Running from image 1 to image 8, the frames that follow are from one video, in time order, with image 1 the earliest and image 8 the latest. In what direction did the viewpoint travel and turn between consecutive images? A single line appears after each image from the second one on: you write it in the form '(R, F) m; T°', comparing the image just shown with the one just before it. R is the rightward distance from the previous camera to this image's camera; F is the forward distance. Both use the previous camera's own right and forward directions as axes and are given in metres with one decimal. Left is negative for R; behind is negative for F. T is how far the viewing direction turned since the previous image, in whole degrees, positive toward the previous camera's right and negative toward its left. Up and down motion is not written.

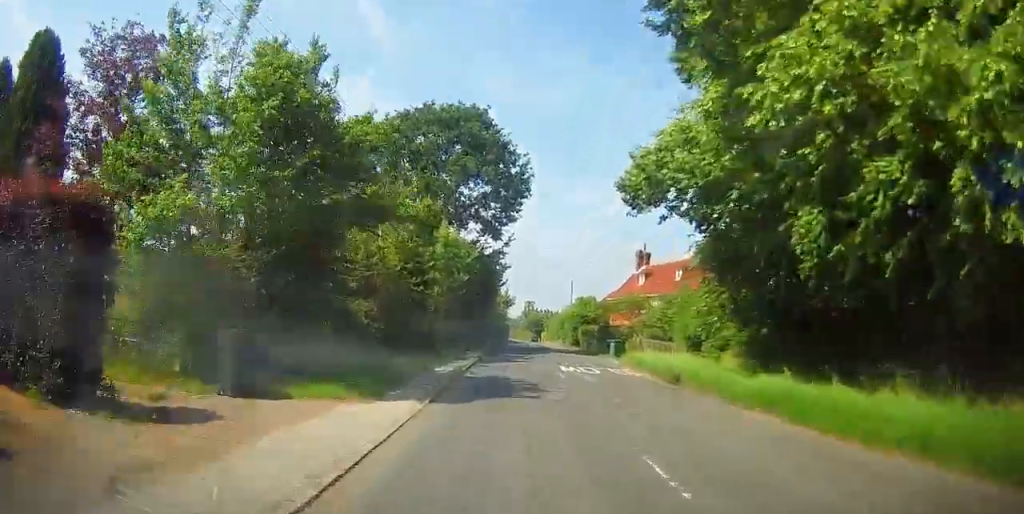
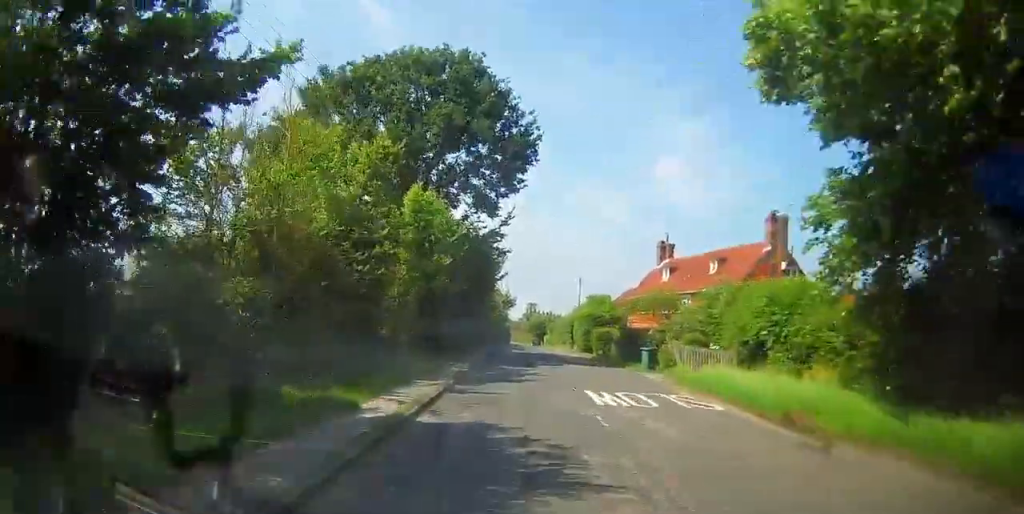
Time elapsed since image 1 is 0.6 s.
(0.0, +8.2) m; 0°
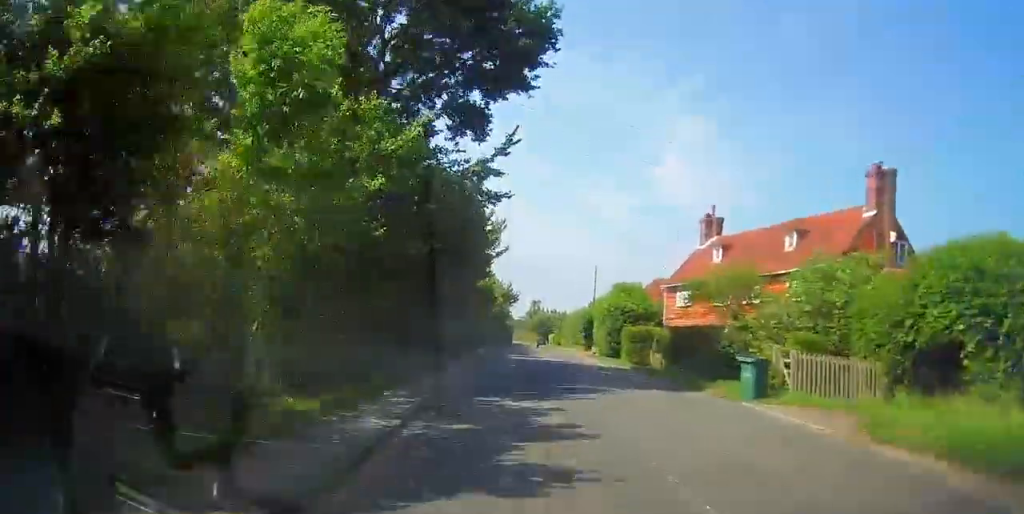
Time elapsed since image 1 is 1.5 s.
(-0.1, +11.3) m; 0°
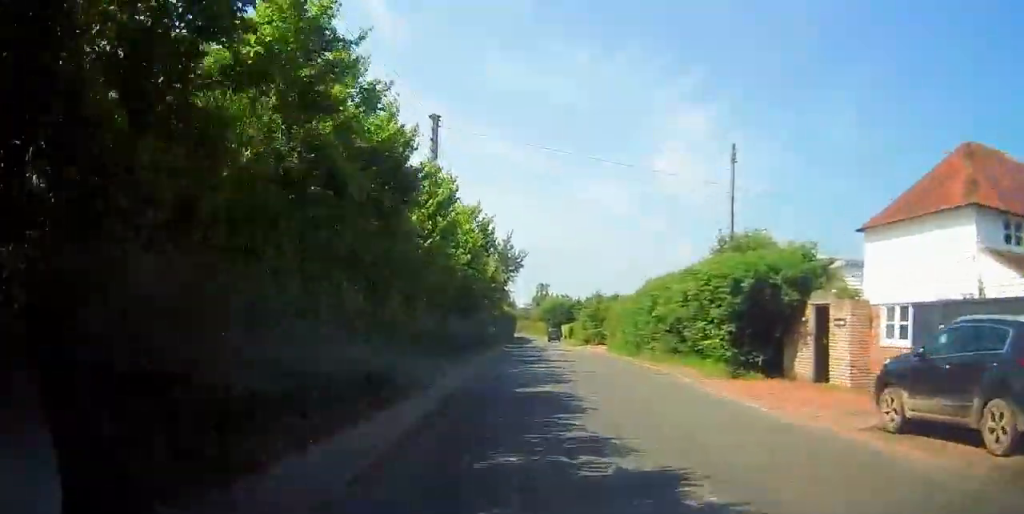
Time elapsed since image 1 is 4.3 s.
(-0.4, +37.1) m; -1°
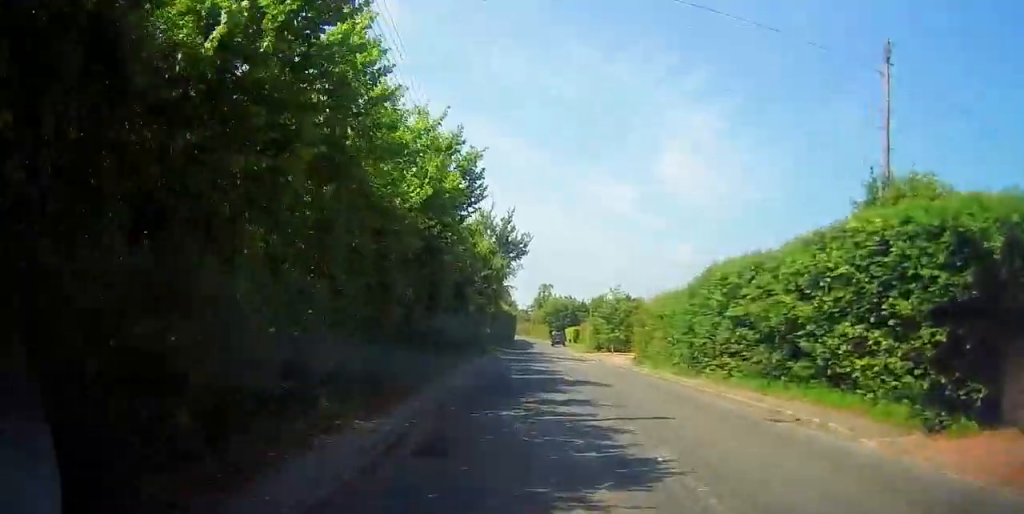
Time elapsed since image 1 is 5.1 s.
(-0.2, +10.7) m; -1°
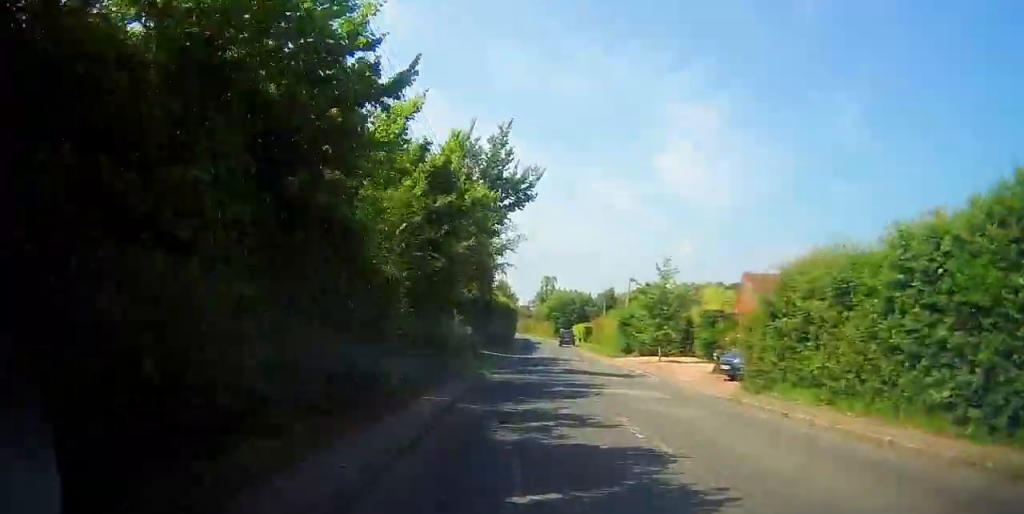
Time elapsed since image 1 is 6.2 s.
(-0.1, +16.8) m; +1°
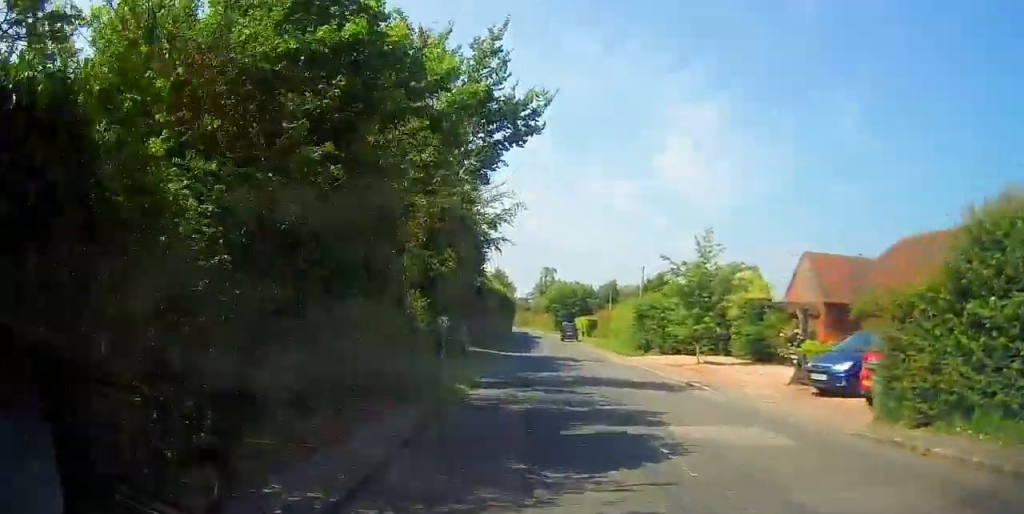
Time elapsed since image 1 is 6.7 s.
(+0.1, +7.5) m; +1°
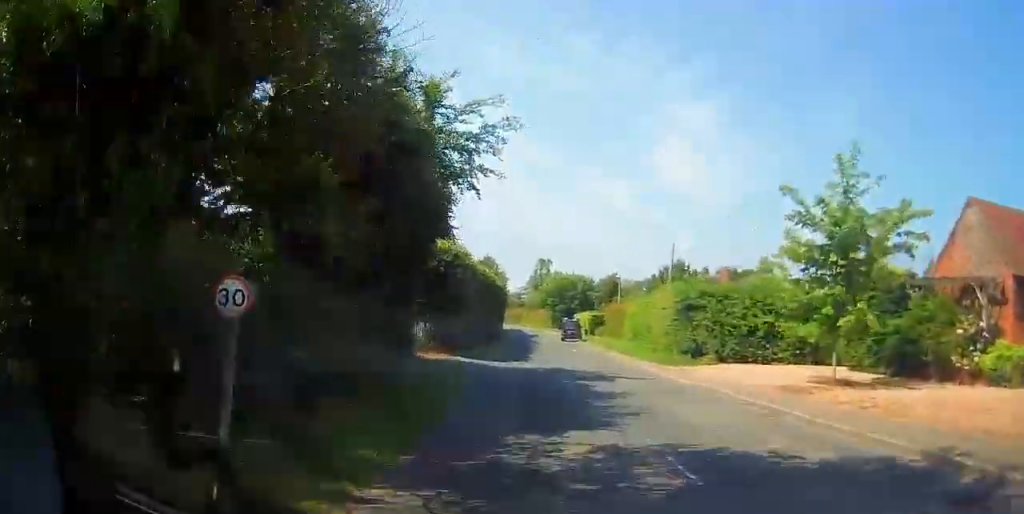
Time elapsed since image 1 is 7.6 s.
(+0.2, +12.0) m; +1°
